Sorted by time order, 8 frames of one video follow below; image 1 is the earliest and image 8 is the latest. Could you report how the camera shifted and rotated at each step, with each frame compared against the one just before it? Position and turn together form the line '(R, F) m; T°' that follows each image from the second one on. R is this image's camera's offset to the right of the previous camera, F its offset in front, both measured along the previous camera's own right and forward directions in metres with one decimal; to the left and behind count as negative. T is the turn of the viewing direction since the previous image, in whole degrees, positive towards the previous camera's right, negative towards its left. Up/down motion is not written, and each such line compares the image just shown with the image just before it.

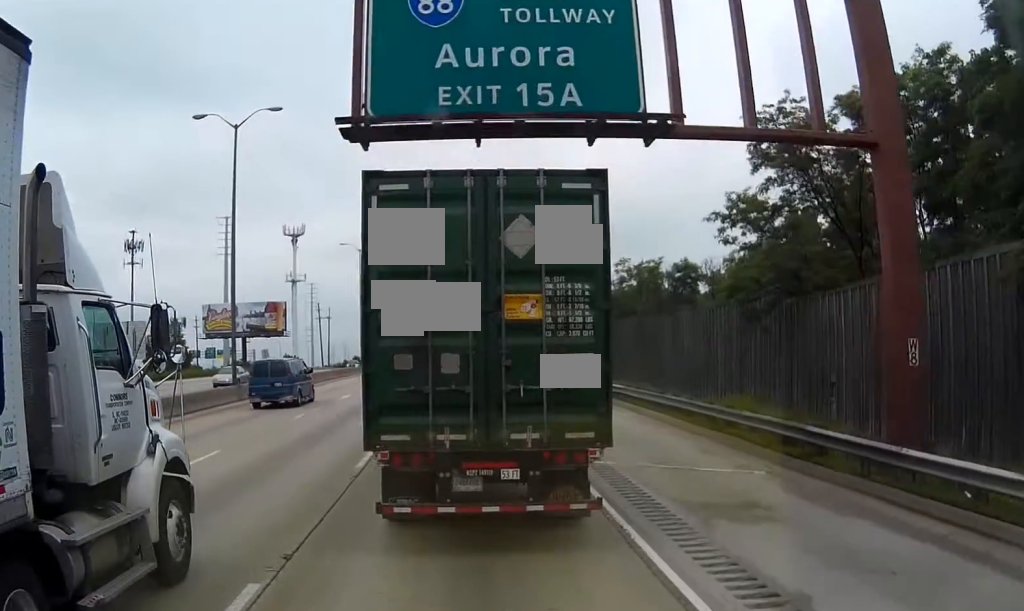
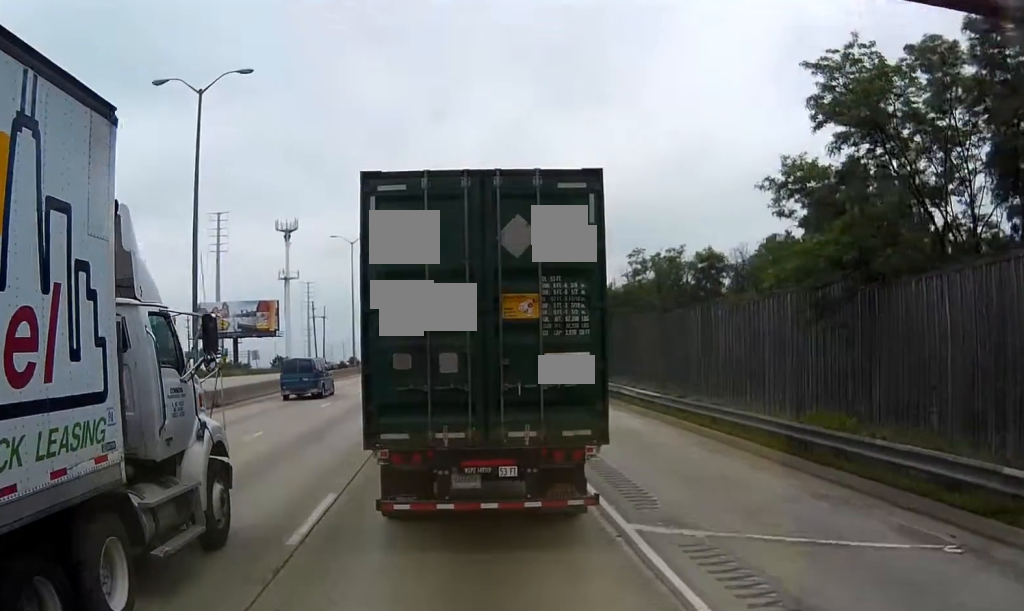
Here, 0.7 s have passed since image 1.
(0.0, +6.8) m; 0°
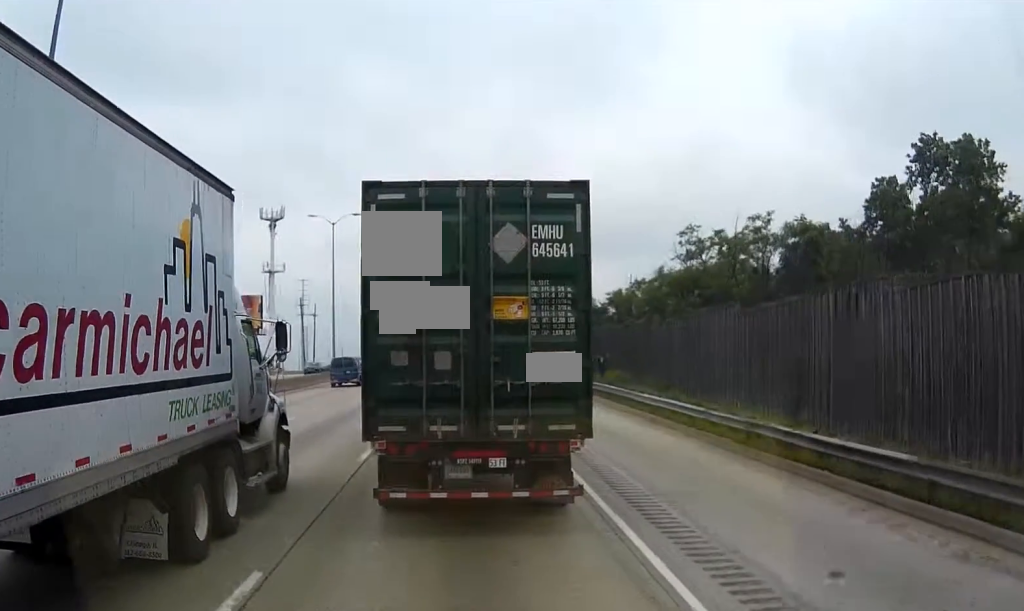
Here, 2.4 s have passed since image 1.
(+0.2, +16.6) m; +1°
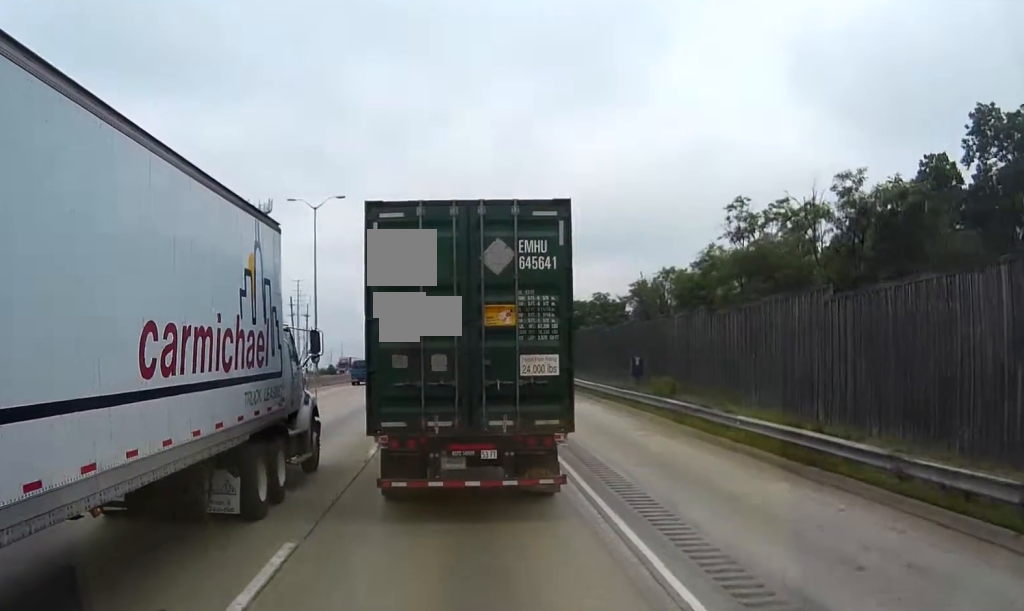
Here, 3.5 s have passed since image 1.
(0.0, +10.7) m; 0°
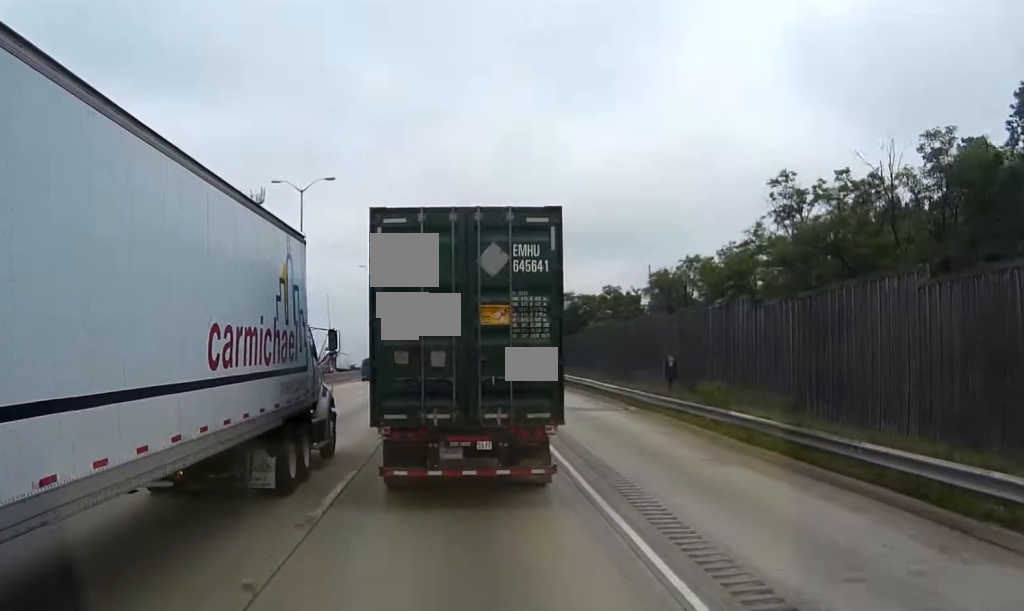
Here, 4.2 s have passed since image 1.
(0.0, +6.9) m; 0°
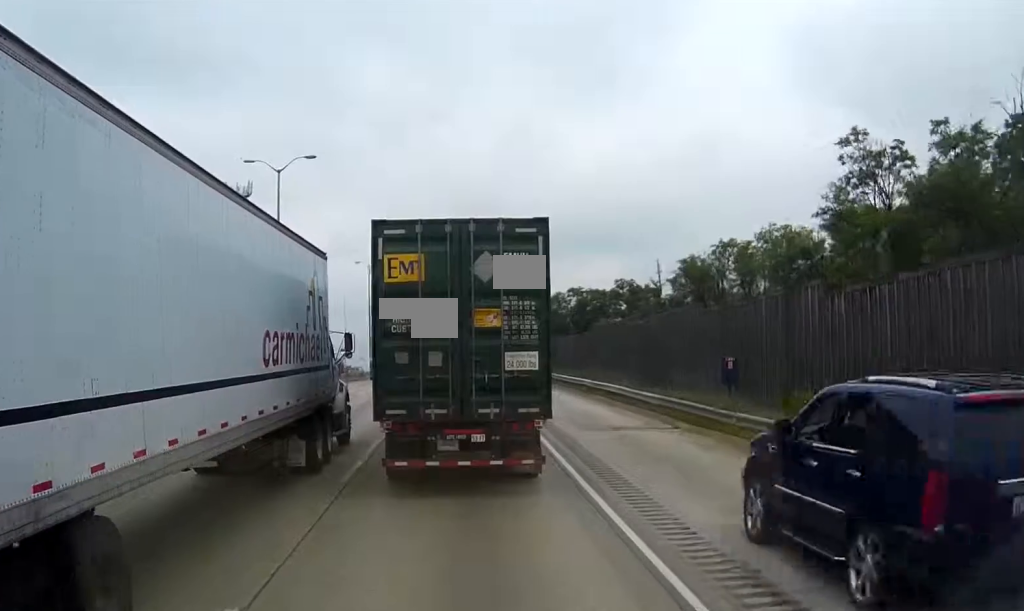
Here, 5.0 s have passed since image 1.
(0.0, +8.4) m; 0°
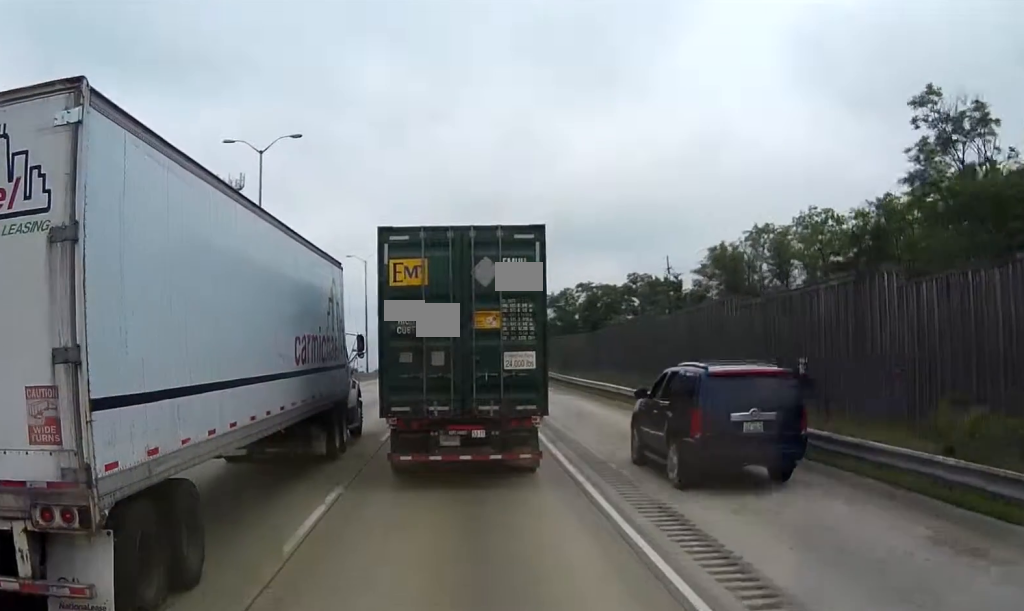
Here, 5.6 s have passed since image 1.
(0.0, +6.2) m; 0°
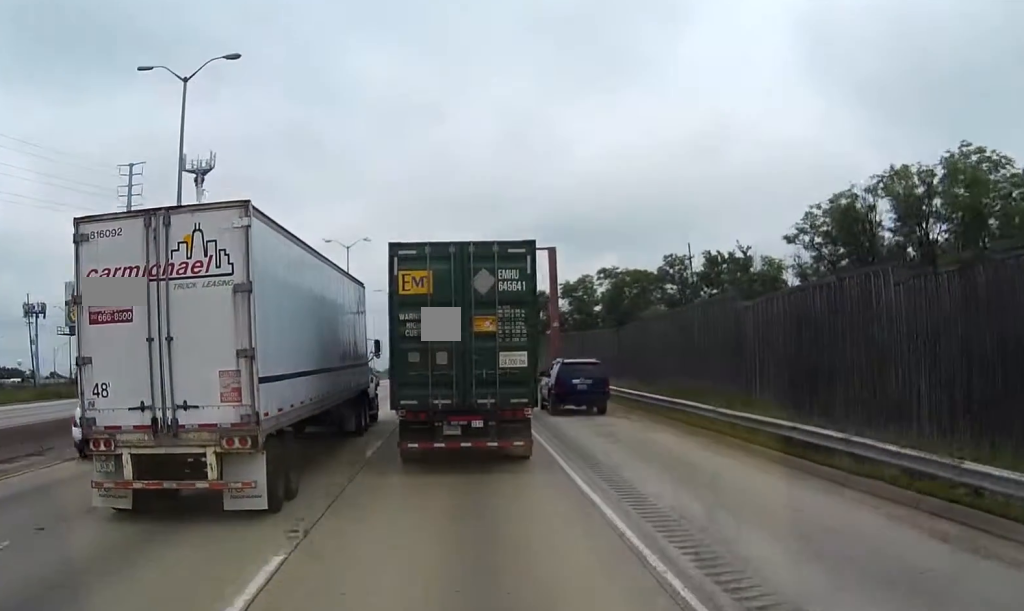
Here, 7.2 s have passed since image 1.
(0.0, +16.2) m; 0°
